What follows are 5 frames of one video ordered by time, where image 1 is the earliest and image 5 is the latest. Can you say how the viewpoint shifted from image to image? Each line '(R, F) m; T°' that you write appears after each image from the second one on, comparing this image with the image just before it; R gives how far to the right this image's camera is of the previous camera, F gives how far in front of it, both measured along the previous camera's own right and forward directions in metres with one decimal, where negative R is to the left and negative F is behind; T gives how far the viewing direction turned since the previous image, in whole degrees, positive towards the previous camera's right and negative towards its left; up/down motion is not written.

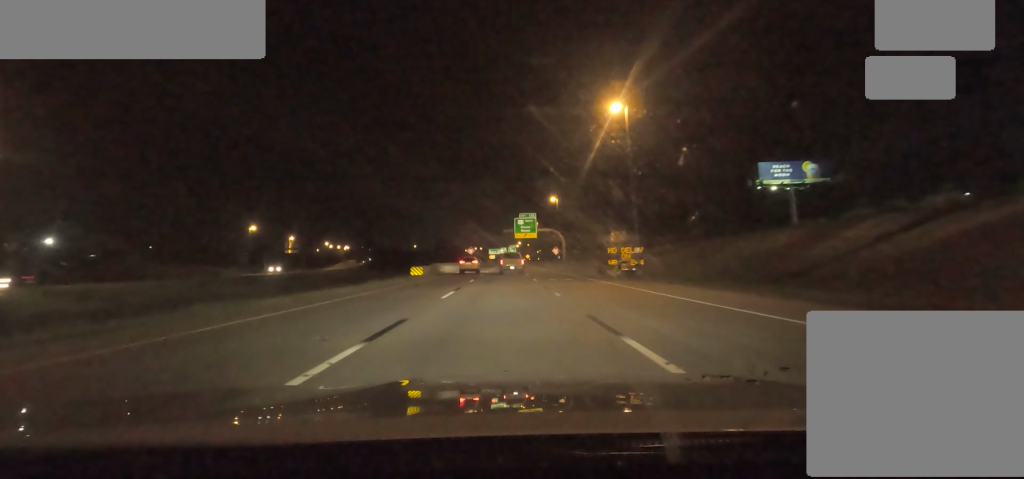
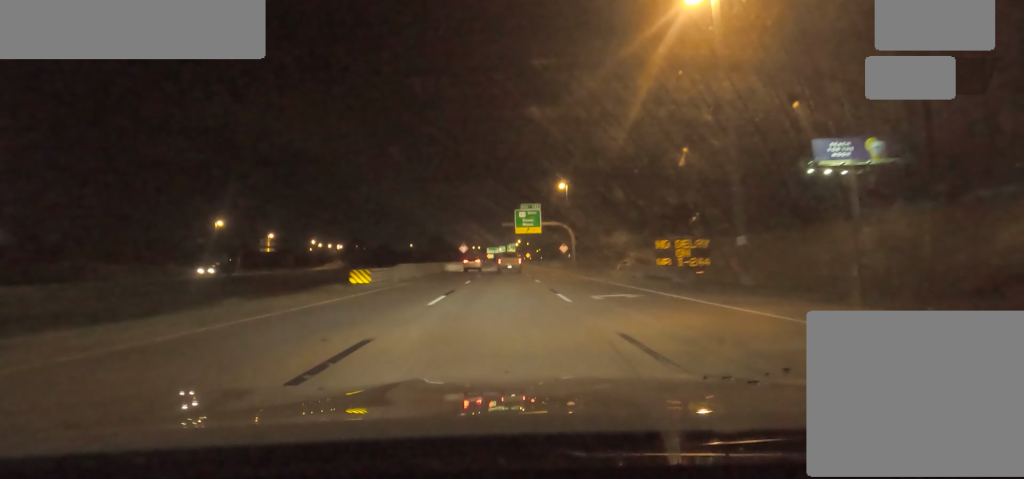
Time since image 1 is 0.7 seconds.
(-0.3, +16.7) m; -2°
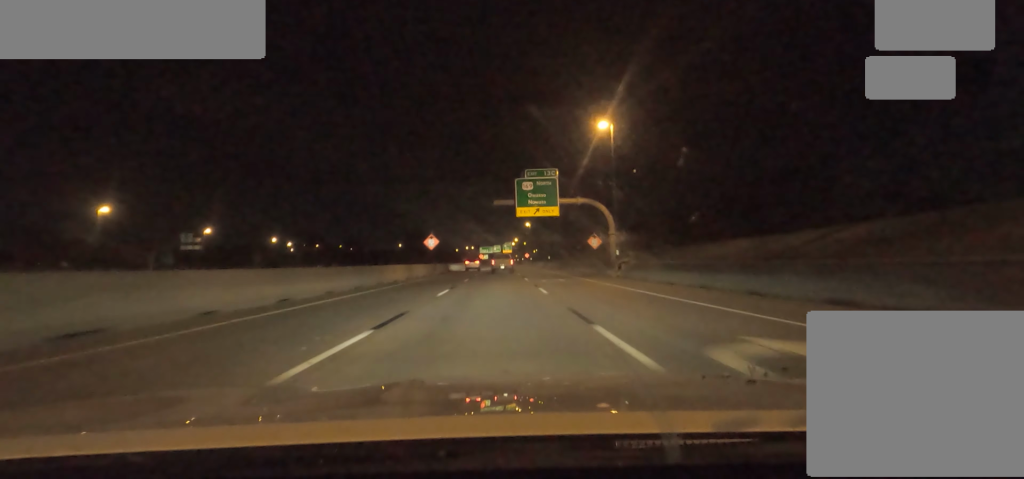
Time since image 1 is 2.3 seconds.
(-1.3, +36.7) m; -2°
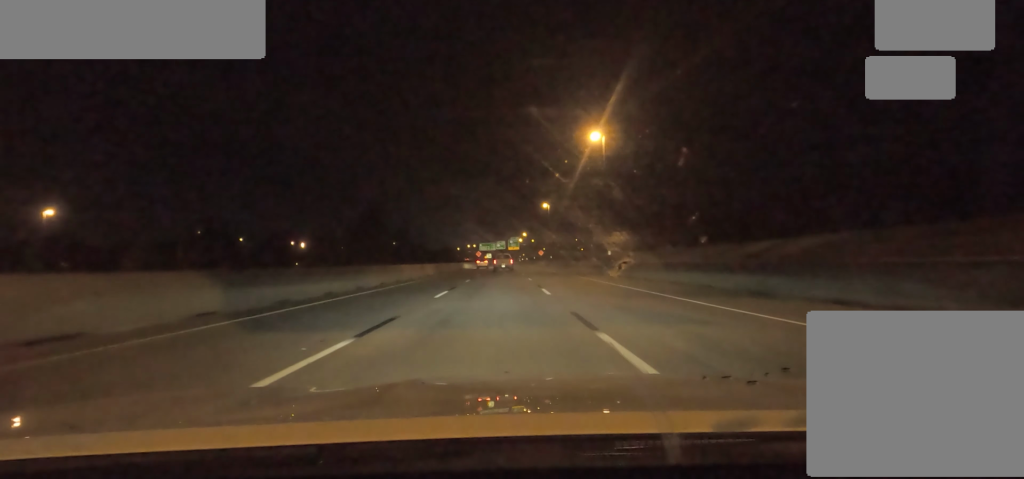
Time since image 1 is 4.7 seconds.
(0.0, +54.6) m; 0°
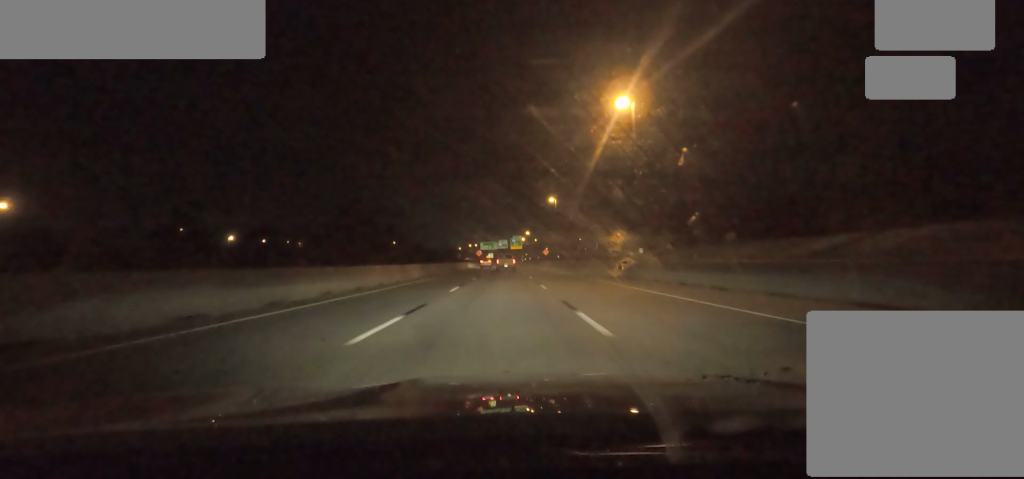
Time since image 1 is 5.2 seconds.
(0.0, +10.5) m; 0°
